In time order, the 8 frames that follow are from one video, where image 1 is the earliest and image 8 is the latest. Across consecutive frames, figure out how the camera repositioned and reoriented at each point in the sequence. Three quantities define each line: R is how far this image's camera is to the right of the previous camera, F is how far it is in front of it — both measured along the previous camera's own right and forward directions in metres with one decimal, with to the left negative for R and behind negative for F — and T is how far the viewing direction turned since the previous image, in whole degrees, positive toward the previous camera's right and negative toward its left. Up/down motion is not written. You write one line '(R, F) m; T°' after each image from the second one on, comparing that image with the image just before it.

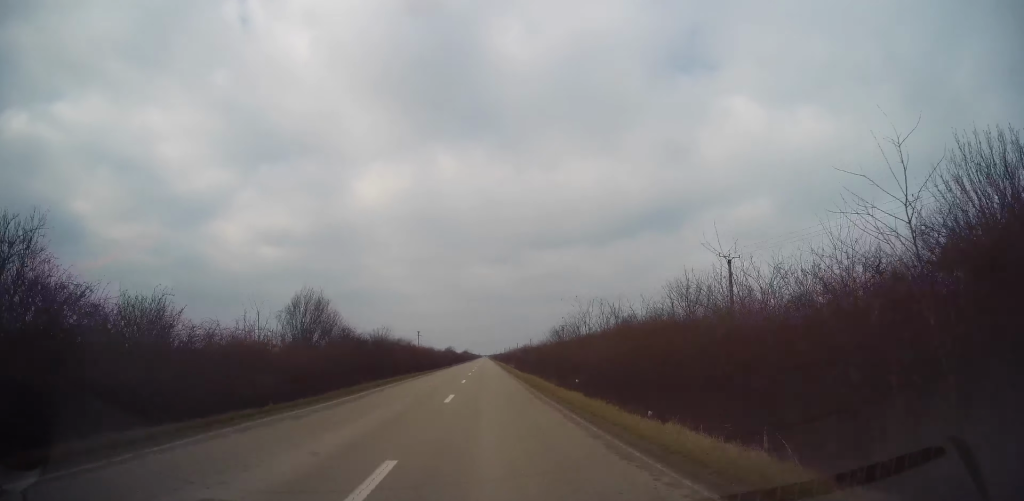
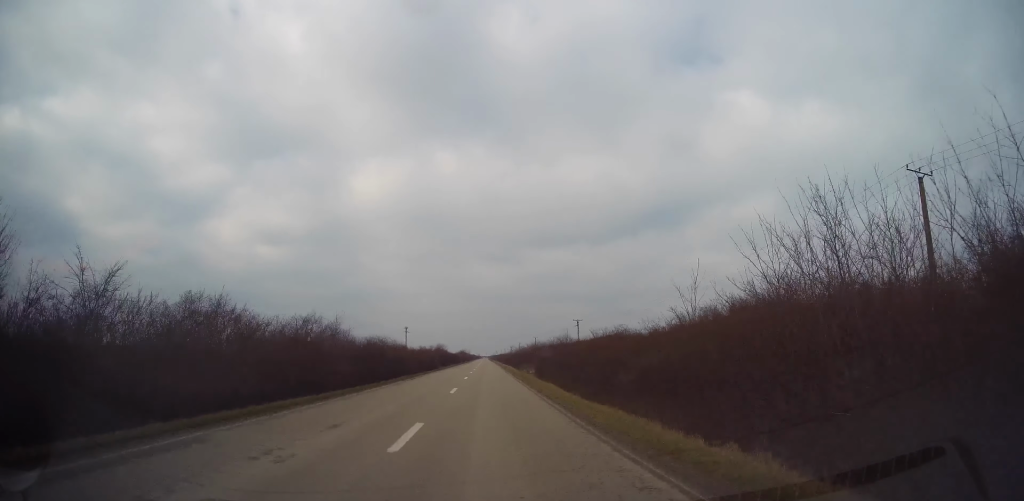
(0.0, +31.2) m; 0°
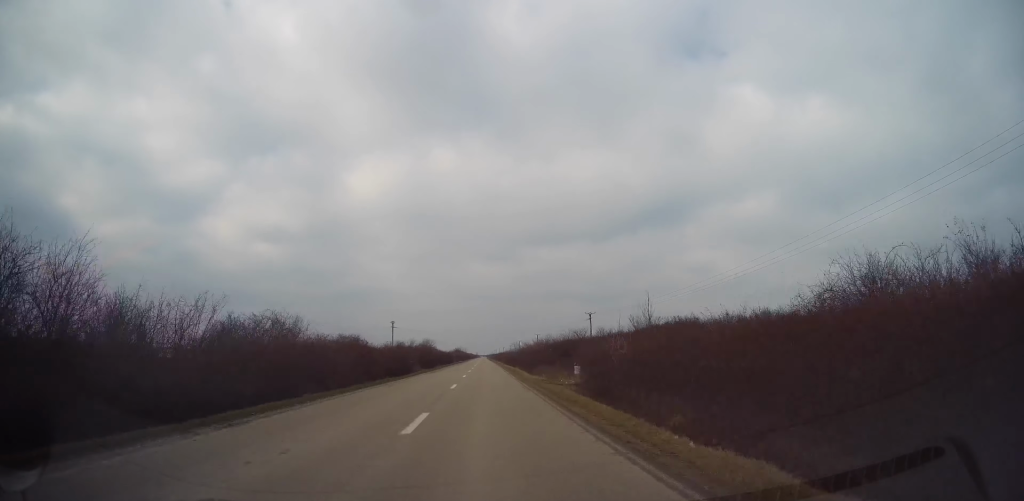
(0.0, +22.0) m; 0°
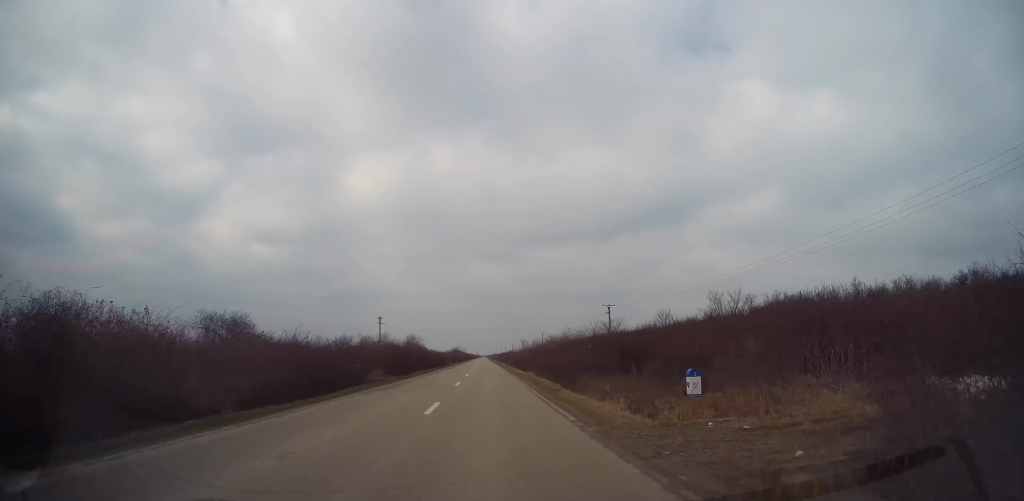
(0.0, +20.1) m; 0°
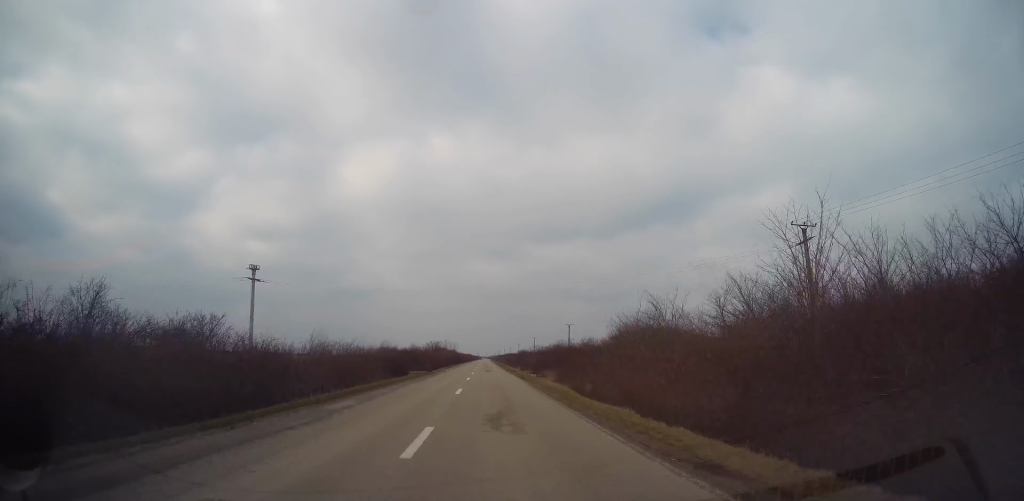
(+0.2, +75.1) m; 0°
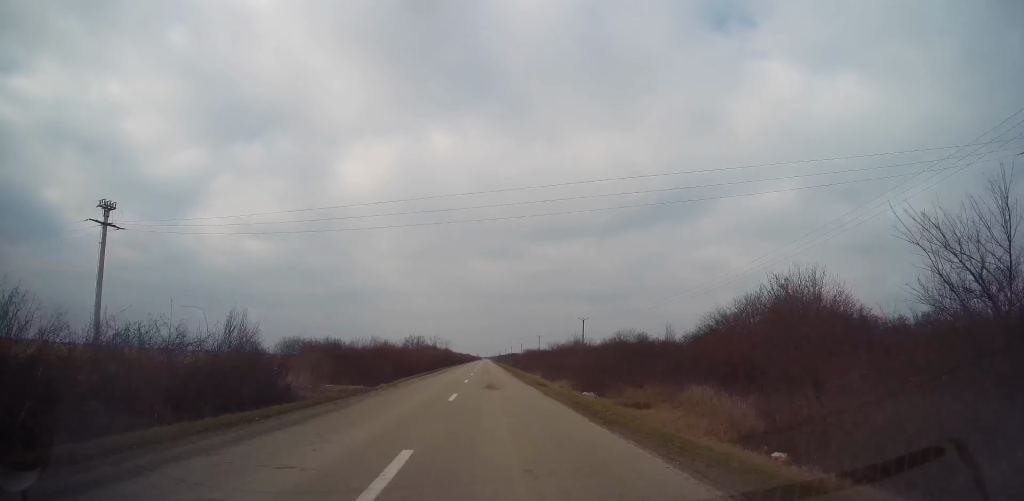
(0.0, +26.2) m; 0°
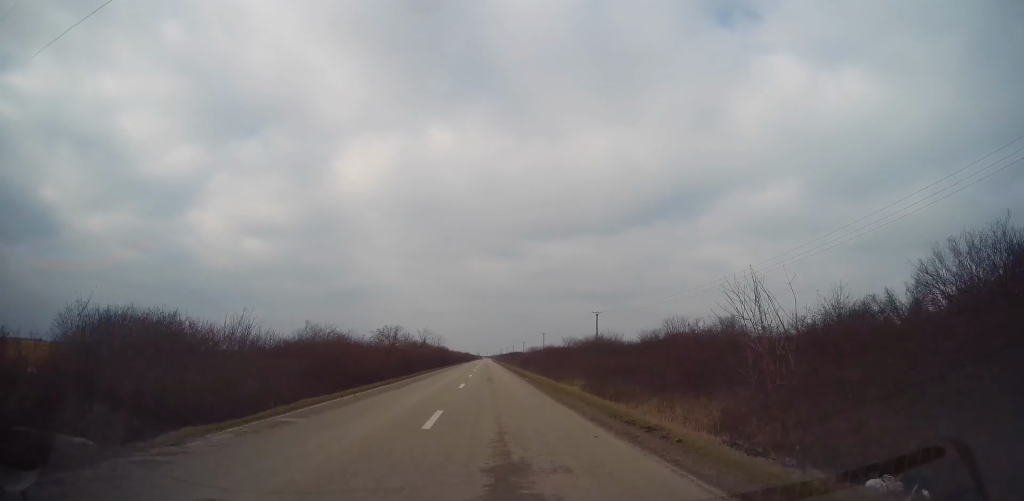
(-0.1, +18.2) m; 0°
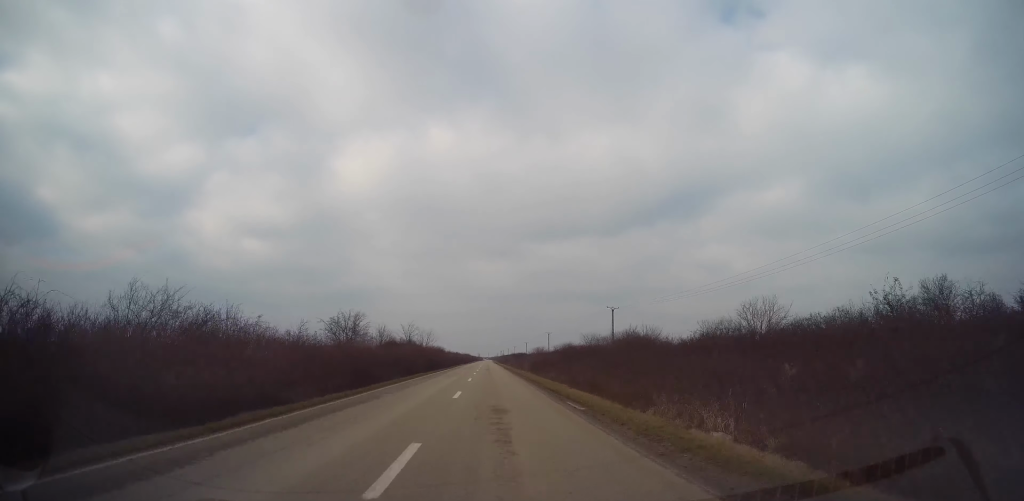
(+0.1, +16.4) m; 0°
